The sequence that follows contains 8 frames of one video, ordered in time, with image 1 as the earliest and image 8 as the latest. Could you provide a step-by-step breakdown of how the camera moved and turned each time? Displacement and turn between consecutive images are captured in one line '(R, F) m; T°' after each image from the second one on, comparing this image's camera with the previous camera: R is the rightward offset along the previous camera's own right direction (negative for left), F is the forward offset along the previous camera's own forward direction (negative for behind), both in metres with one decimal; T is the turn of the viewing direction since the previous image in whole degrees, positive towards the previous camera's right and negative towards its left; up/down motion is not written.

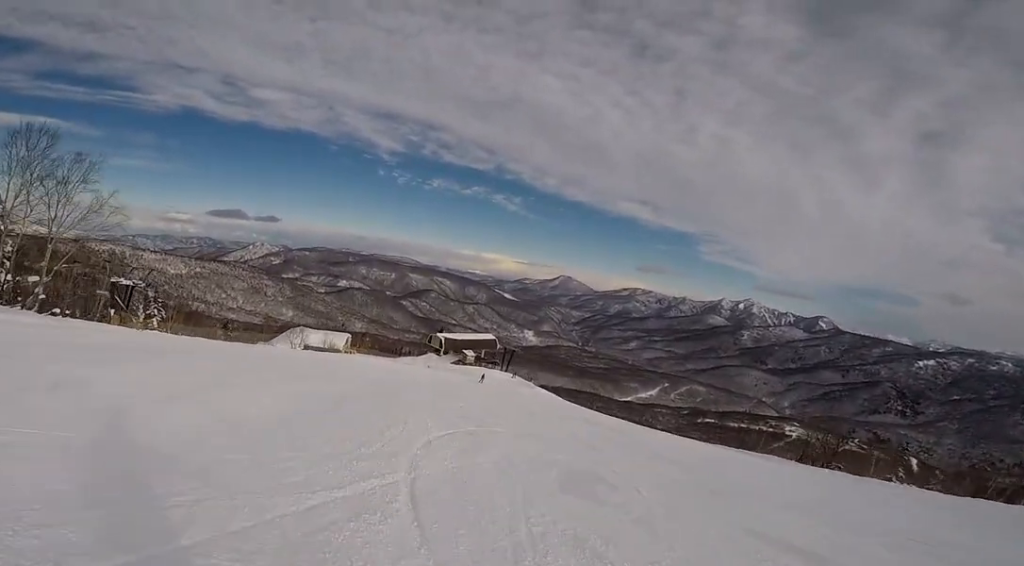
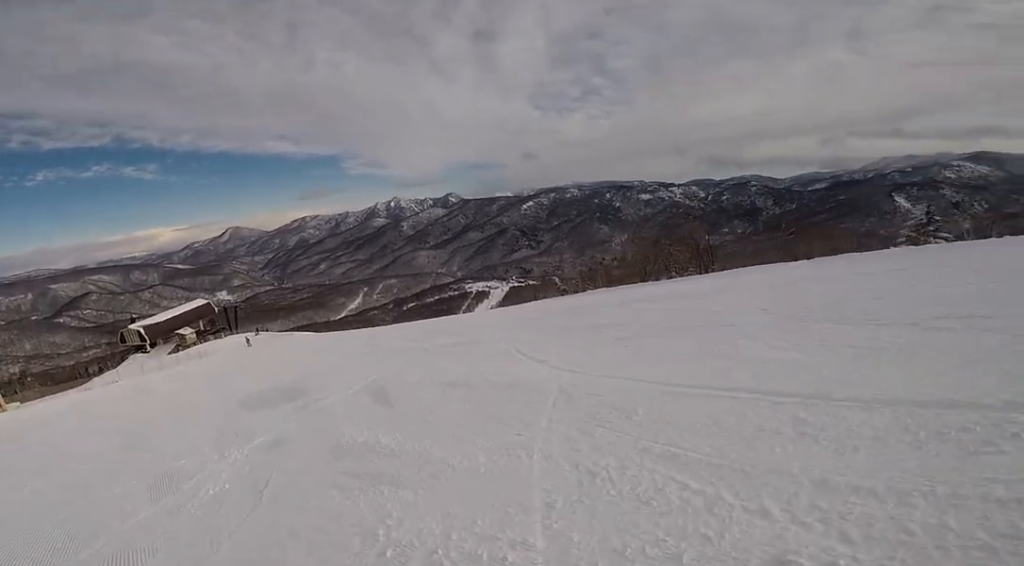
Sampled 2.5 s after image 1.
(+5.7, +17.7) m; +43°
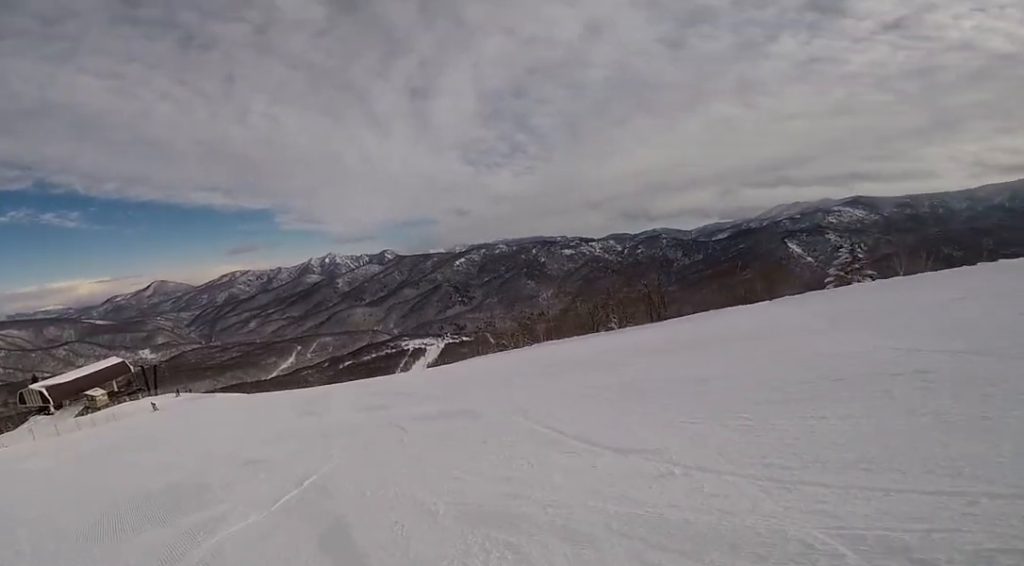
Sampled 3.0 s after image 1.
(0.0, +3.7) m; -5°
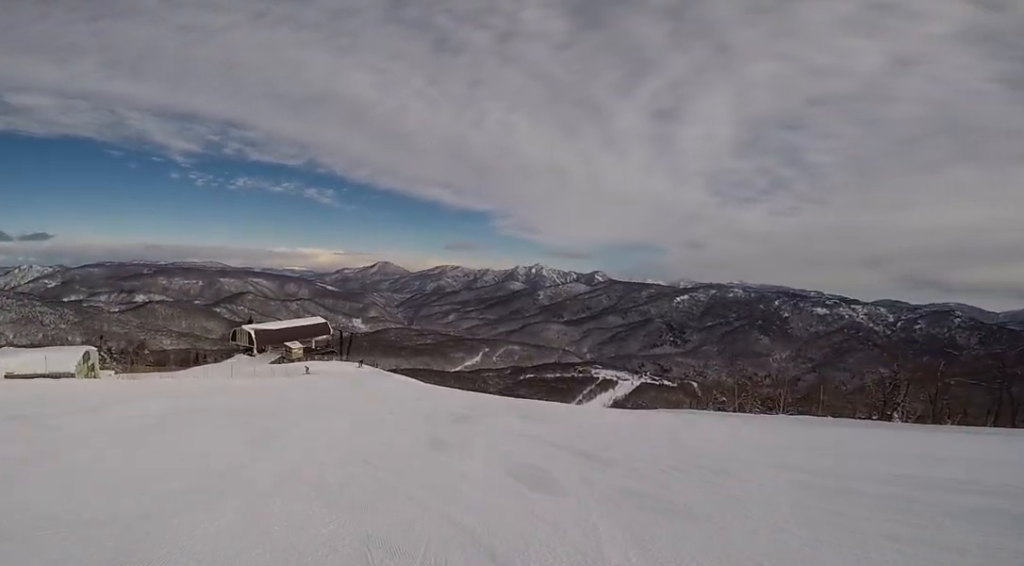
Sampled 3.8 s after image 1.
(-0.5, +6.7) m; -12°
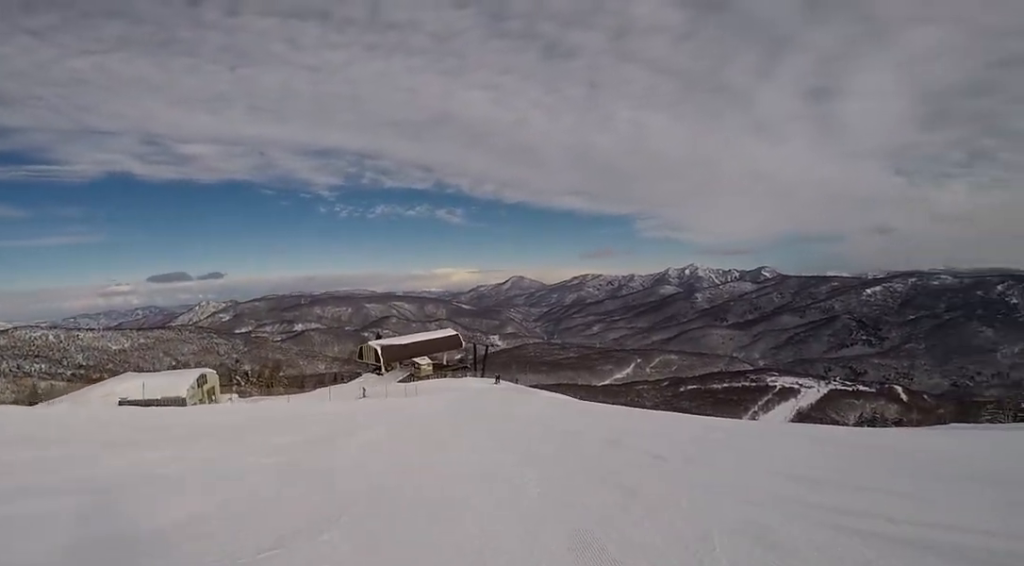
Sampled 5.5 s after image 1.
(-2.8, +12.7) m; -8°
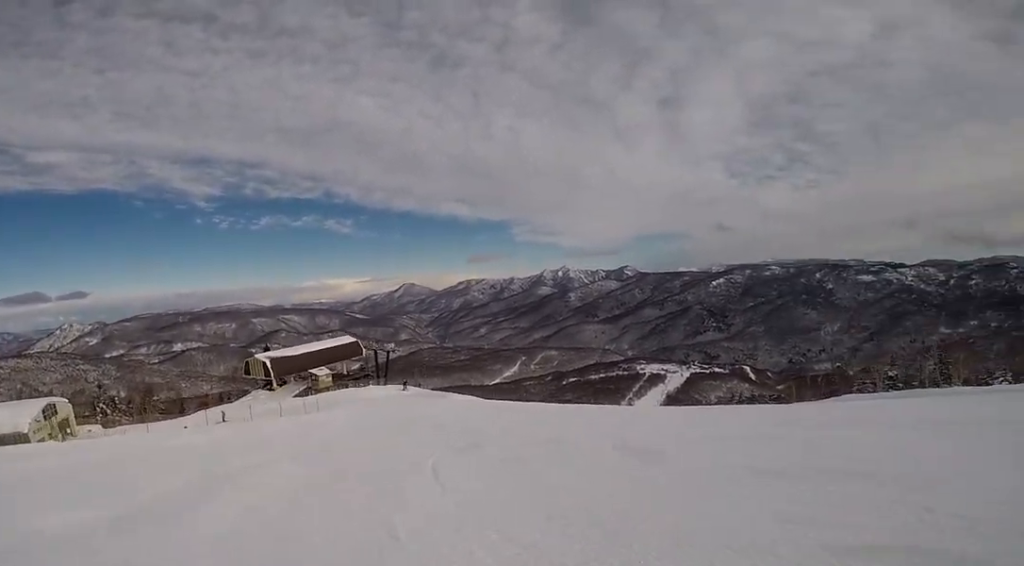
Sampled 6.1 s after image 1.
(+0.7, +5.0) m; +4°
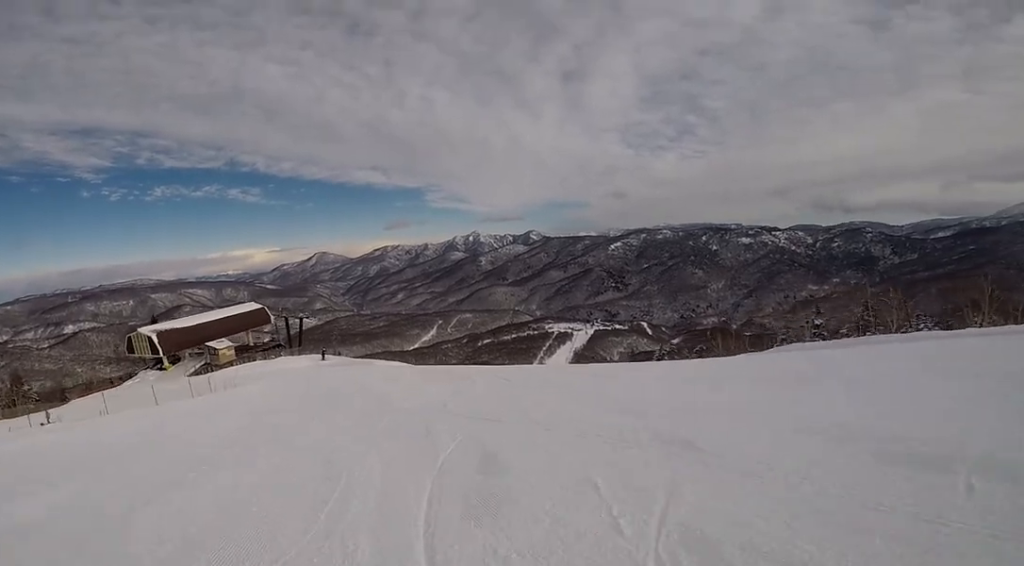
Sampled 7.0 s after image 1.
(+0.1, +7.3) m; +2°
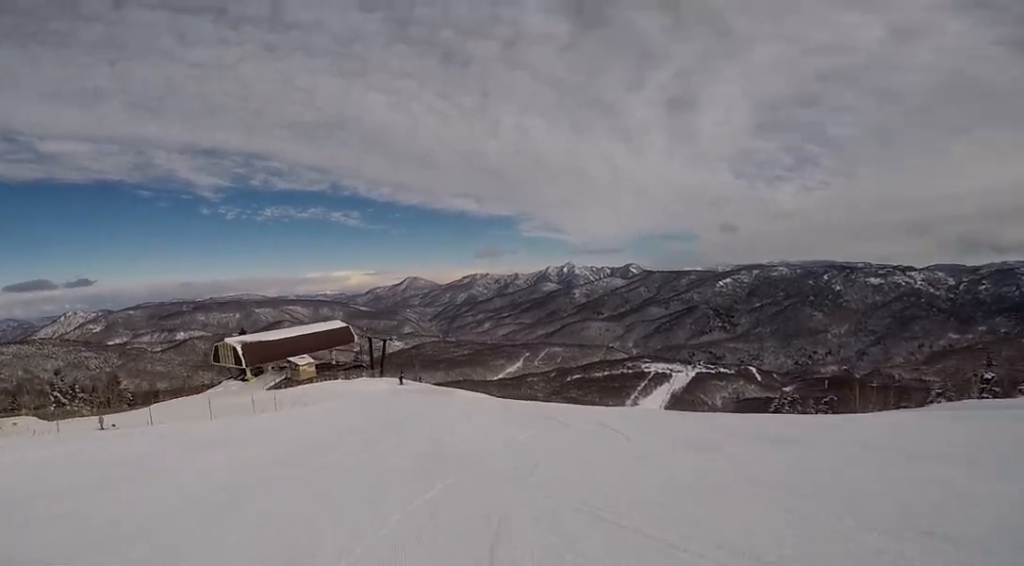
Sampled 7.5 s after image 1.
(-0.2, +4.1) m; 0°
